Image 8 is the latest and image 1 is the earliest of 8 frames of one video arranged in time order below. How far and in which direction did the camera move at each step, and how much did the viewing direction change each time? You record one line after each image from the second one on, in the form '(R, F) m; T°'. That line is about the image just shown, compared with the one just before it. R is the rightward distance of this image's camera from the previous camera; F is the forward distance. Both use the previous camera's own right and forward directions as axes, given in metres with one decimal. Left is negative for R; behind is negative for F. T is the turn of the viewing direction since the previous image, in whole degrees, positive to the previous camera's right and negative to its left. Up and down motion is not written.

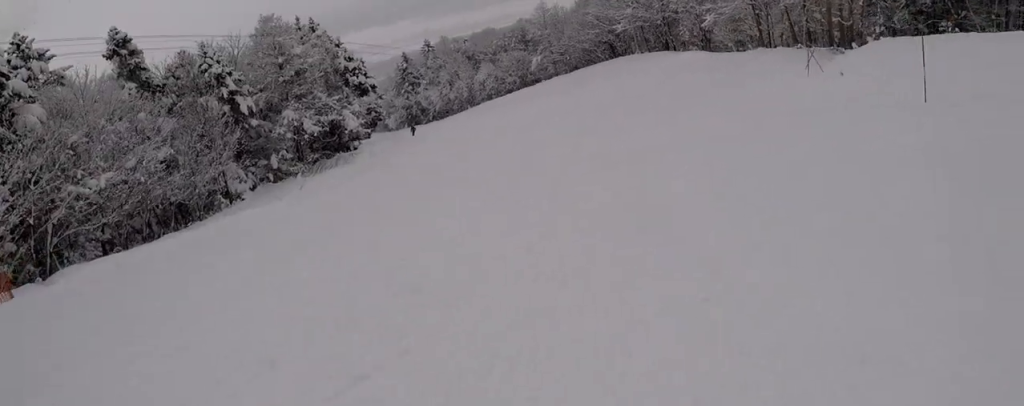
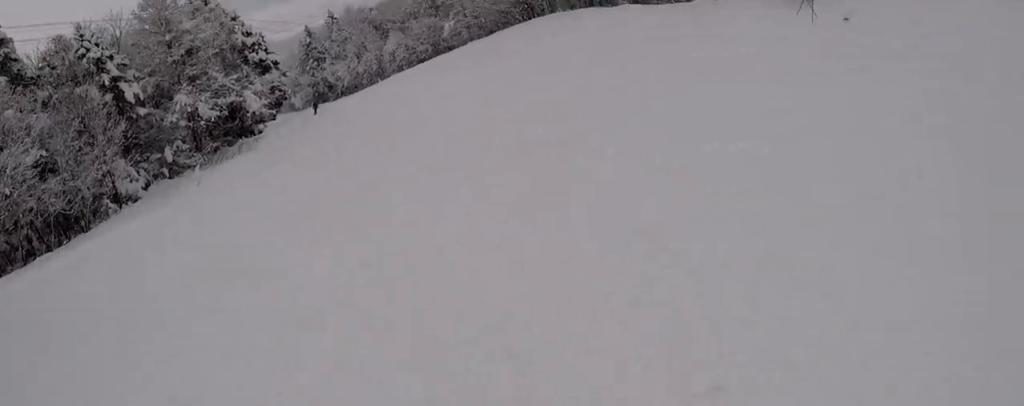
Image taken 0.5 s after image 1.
(-0.6, +4.4) m; +5°
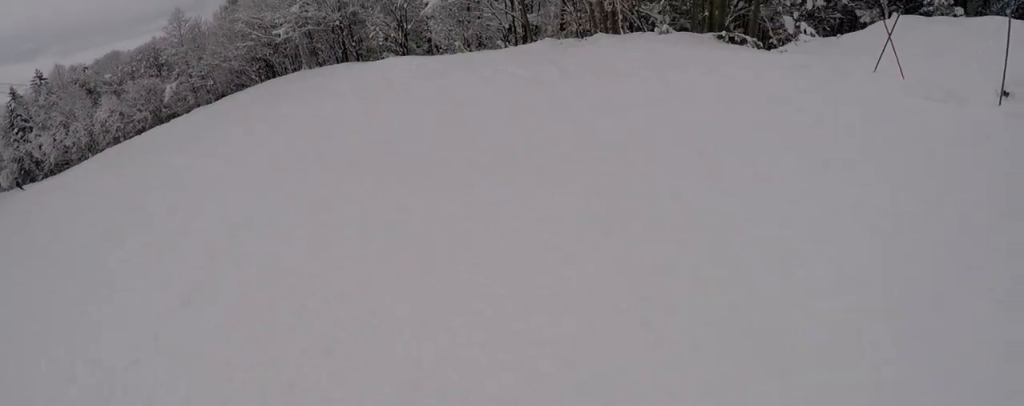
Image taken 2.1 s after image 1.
(+6.0, +13.0) m; +32°
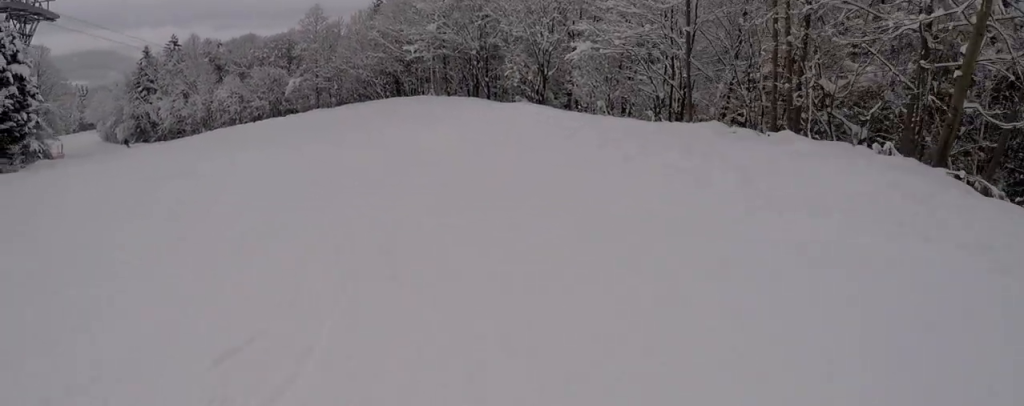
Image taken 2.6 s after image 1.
(+0.2, +4.9) m; -3°
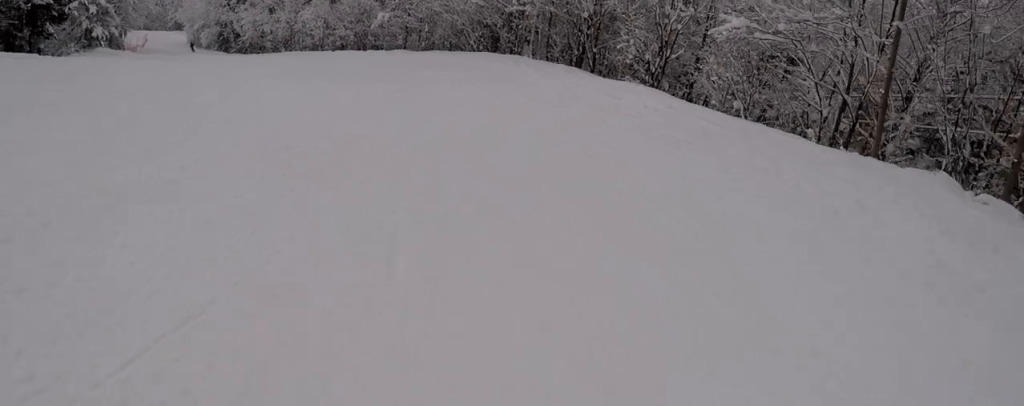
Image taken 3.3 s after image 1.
(+0.6, +6.5) m; -13°
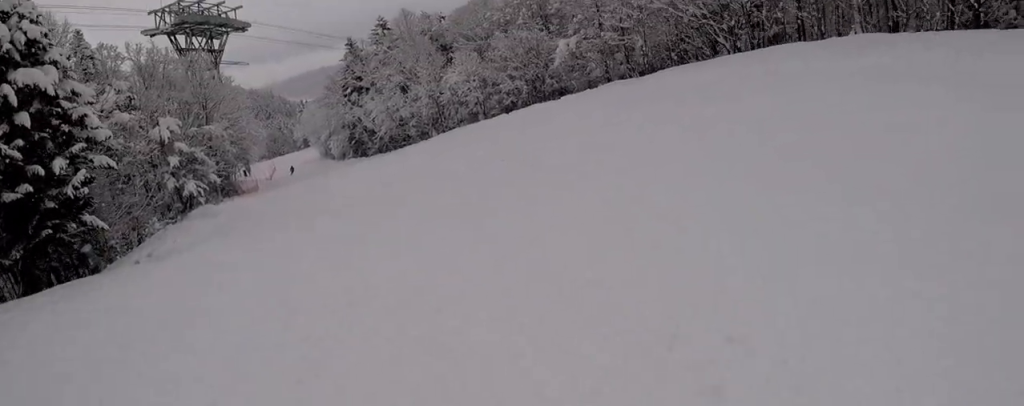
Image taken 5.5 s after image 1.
(-6.6, +18.6) m; -22°
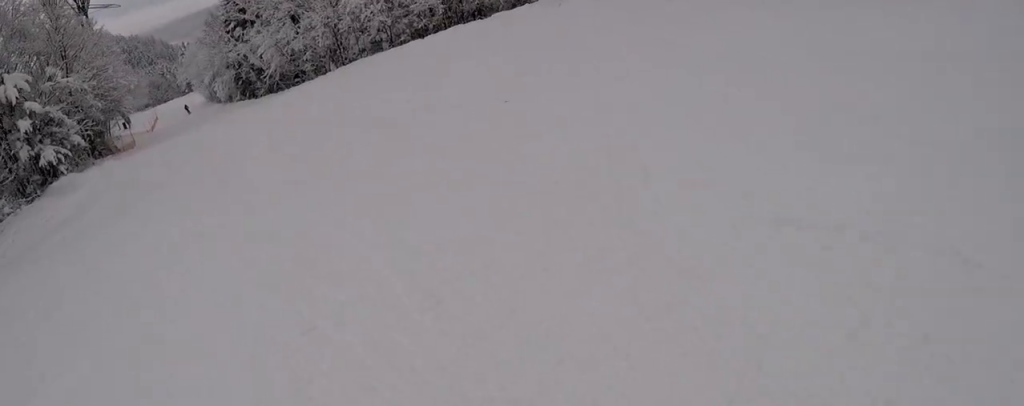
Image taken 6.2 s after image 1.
(-0.3, +6.8) m; 0°
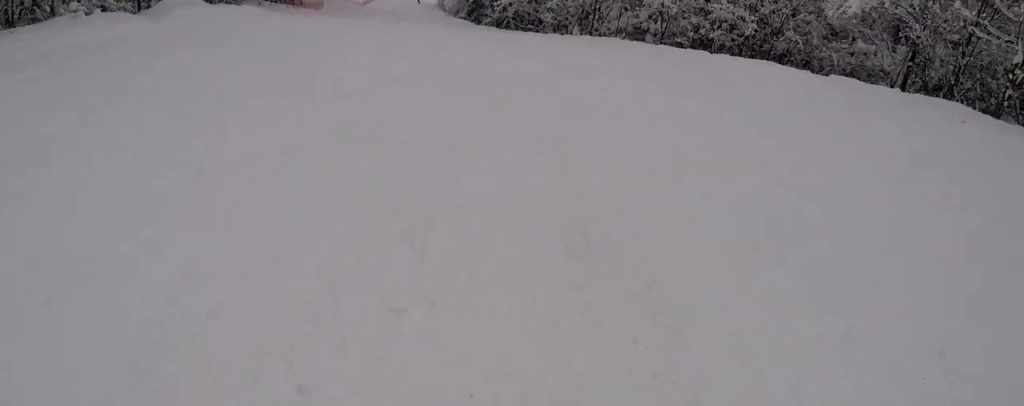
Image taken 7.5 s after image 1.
(0.0, +11.5) m; -7°
